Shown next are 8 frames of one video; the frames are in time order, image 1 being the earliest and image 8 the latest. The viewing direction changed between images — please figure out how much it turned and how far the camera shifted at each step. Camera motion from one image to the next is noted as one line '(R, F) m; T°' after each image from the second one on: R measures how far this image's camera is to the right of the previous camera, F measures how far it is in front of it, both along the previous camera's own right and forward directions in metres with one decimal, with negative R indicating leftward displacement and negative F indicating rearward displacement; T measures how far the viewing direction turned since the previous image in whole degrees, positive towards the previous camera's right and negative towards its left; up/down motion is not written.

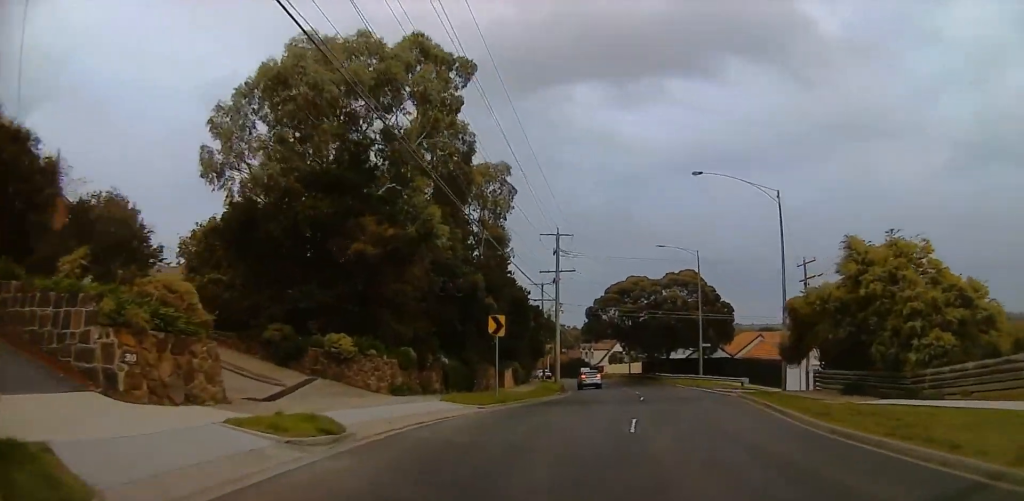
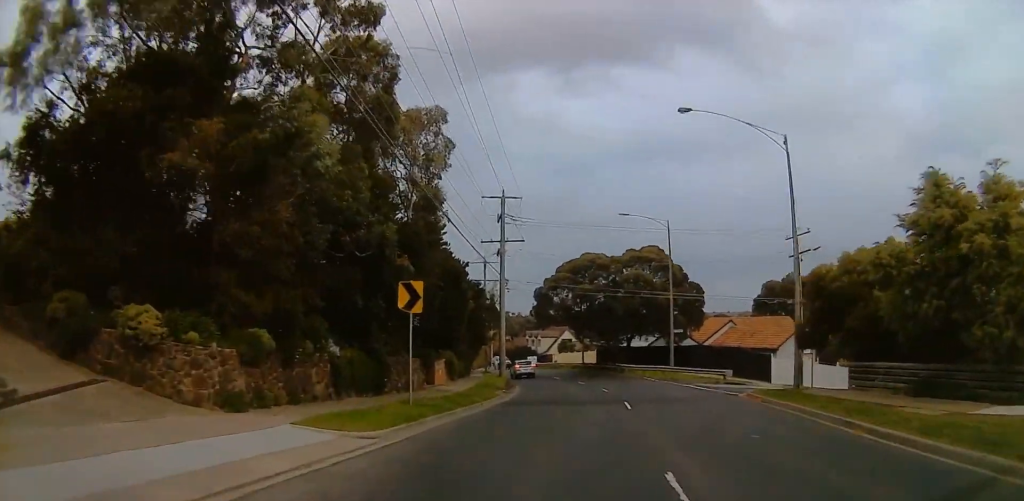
(+0.7, +8.6) m; +4°
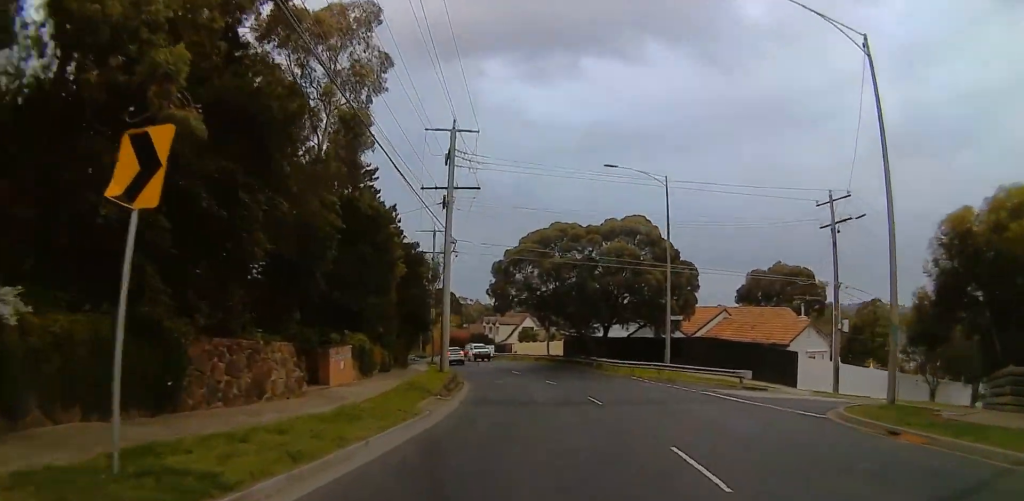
(+0.7, +11.2) m; +2°
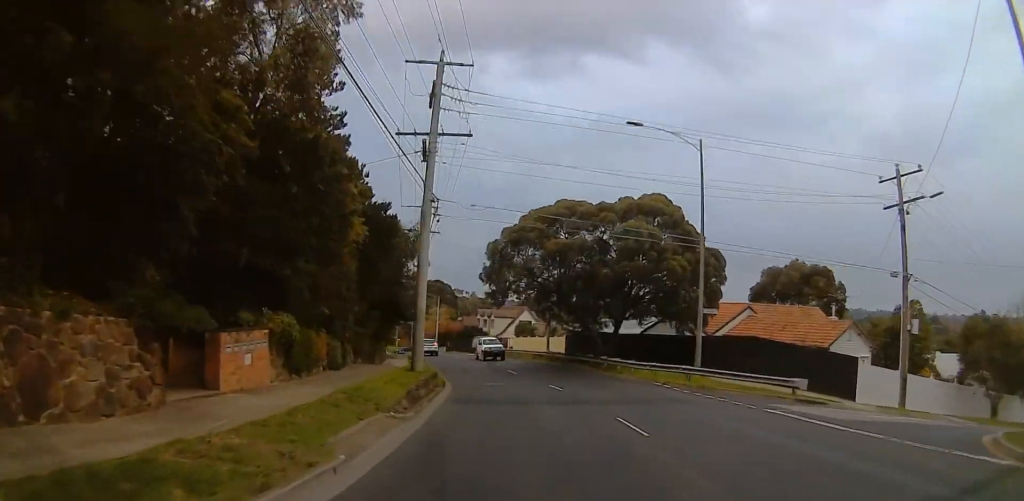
(-0.8, +6.9) m; +2°
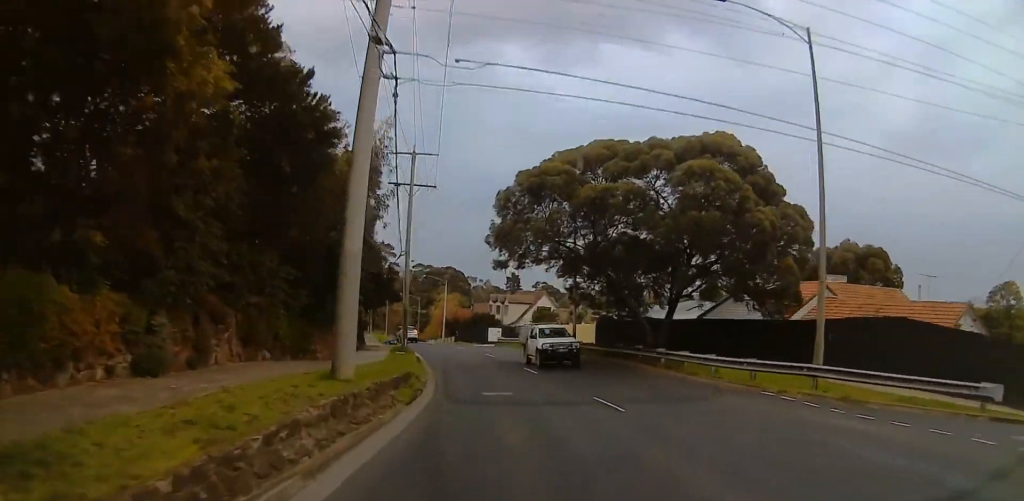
(+1.0, +10.3) m; +5°
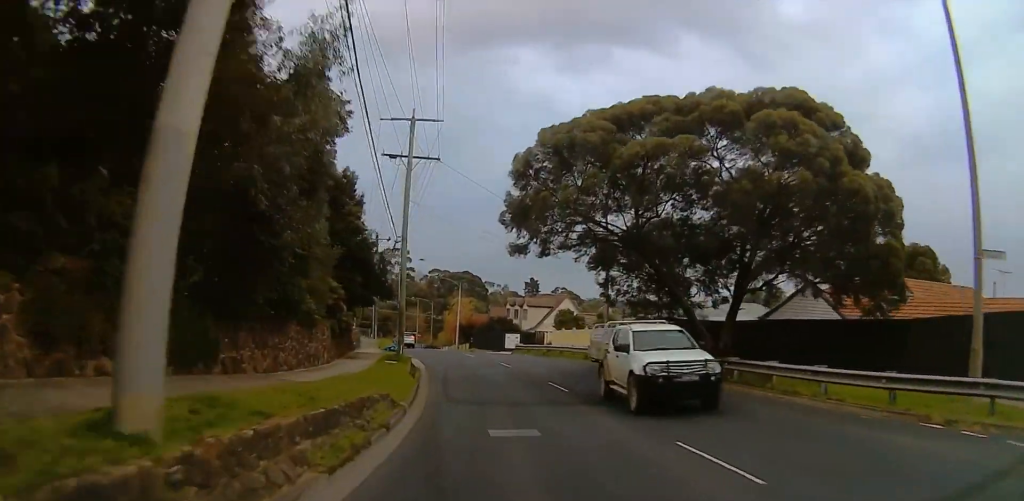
(+0.4, +6.2) m; +1°
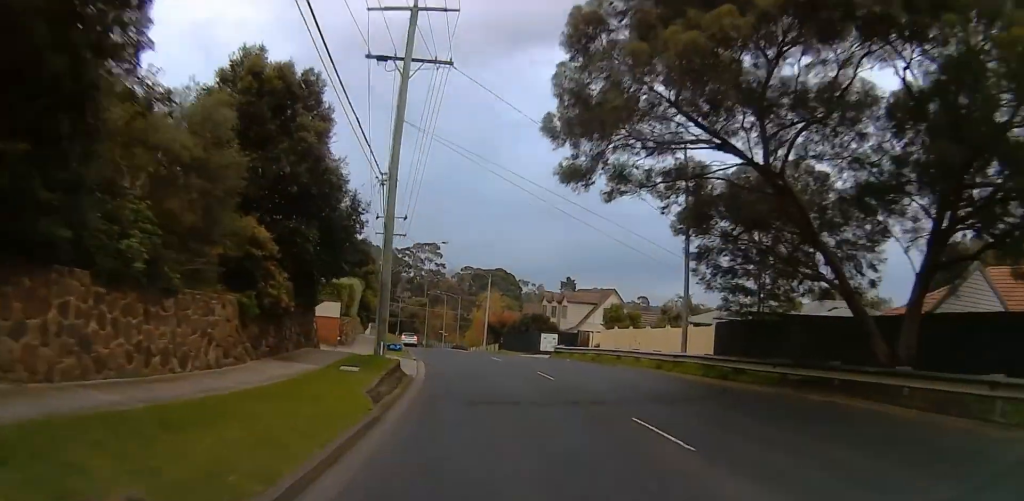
(-0.4, +9.7) m; -5°
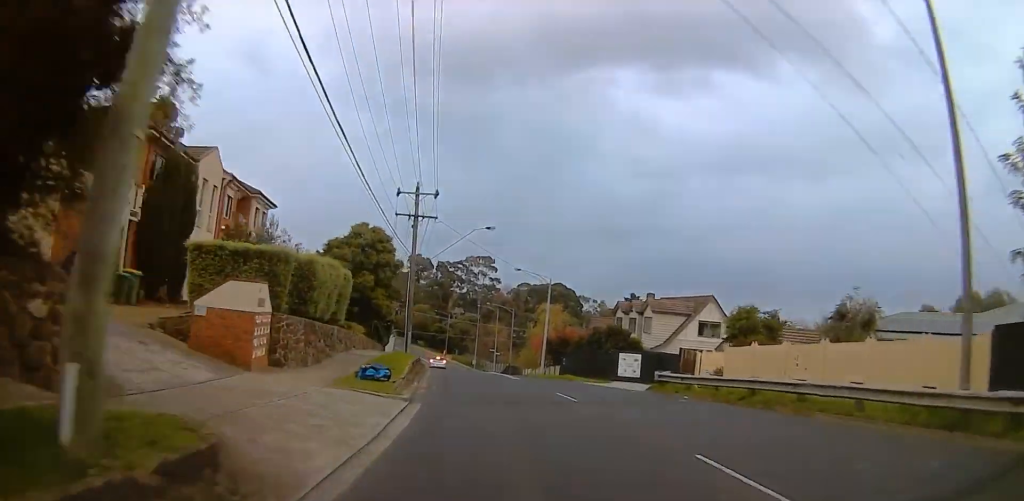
(-0.9, +14.1) m; -9°
